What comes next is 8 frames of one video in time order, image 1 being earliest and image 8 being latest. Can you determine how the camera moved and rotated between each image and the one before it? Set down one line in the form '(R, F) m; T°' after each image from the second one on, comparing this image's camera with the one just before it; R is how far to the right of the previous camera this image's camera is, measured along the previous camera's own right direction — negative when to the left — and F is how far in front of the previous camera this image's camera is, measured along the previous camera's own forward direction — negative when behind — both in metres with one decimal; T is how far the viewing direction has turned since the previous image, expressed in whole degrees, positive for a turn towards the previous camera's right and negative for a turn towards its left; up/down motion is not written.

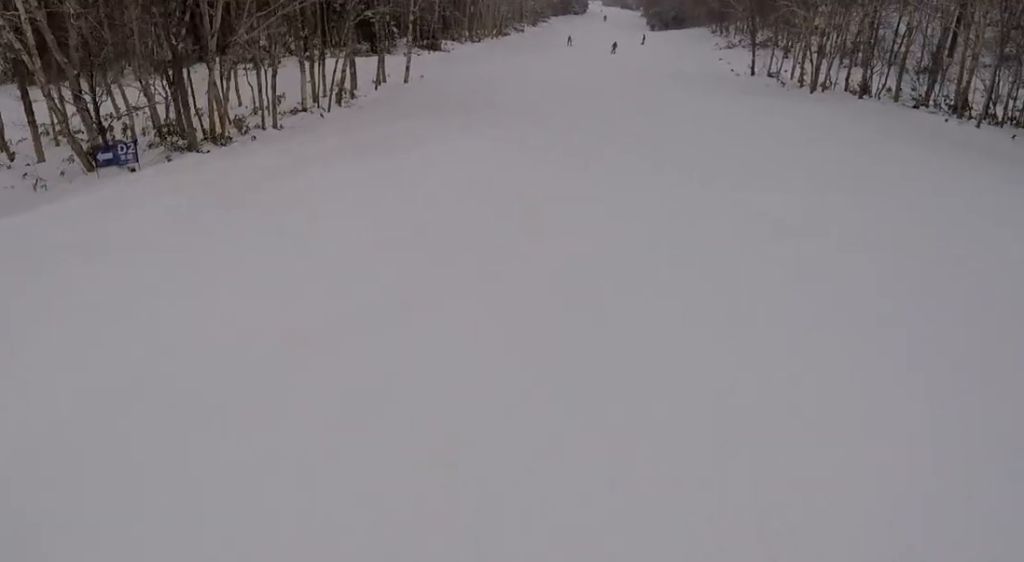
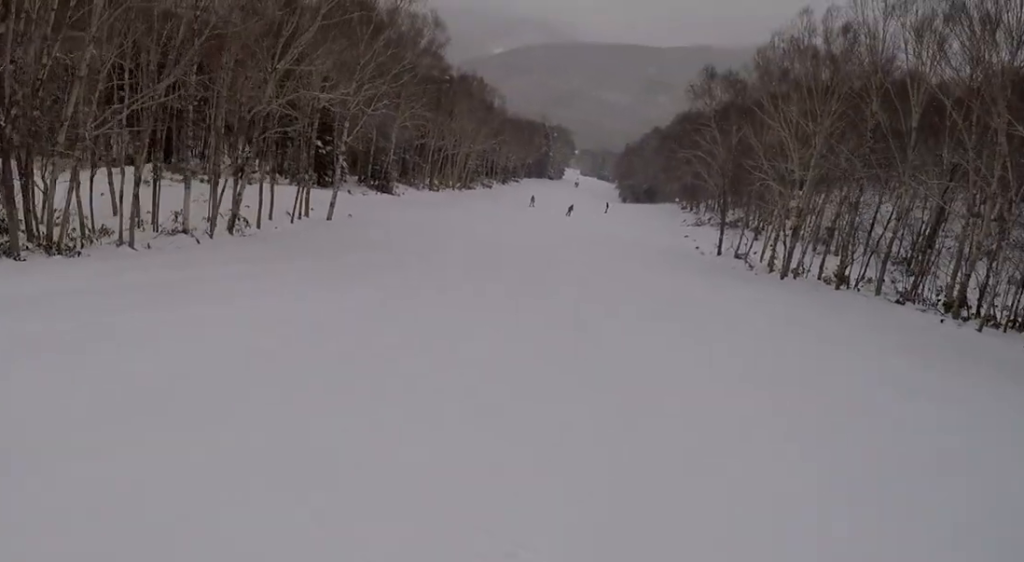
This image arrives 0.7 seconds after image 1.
(+0.2, +6.8) m; -8°
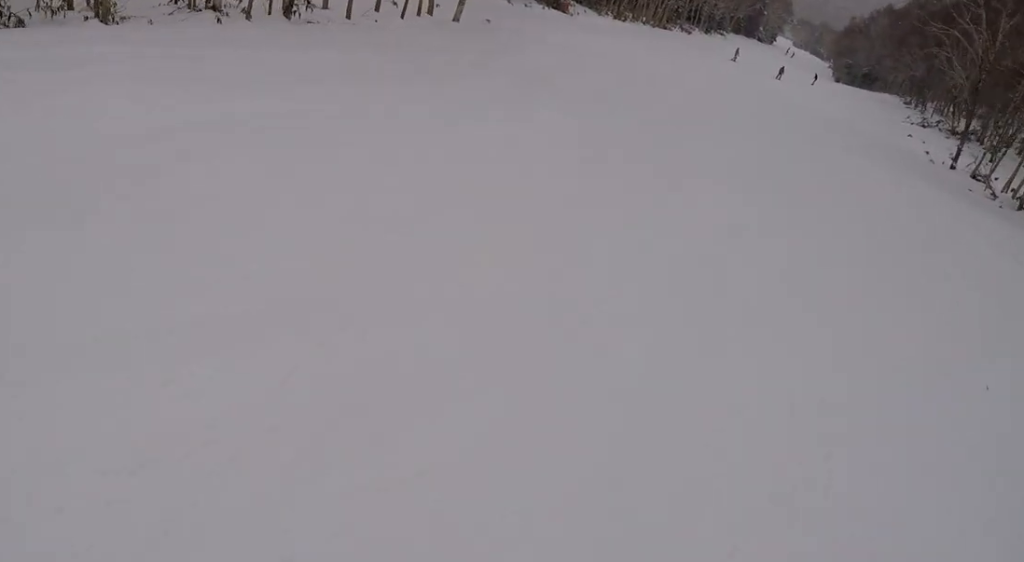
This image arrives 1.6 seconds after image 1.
(-1.6, +9.1) m; -10°
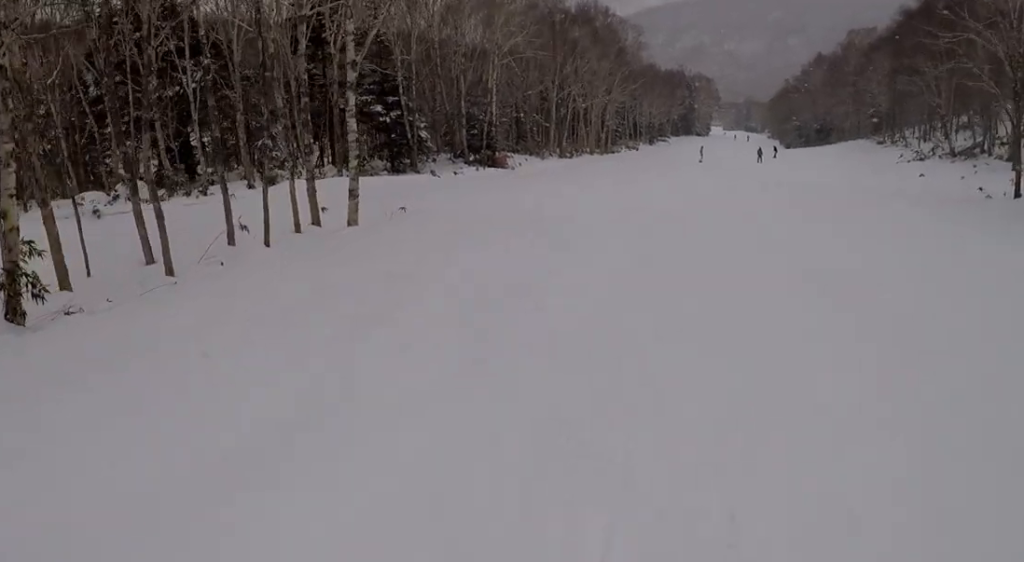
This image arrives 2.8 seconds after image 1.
(-0.2, +11.6) m; +10°
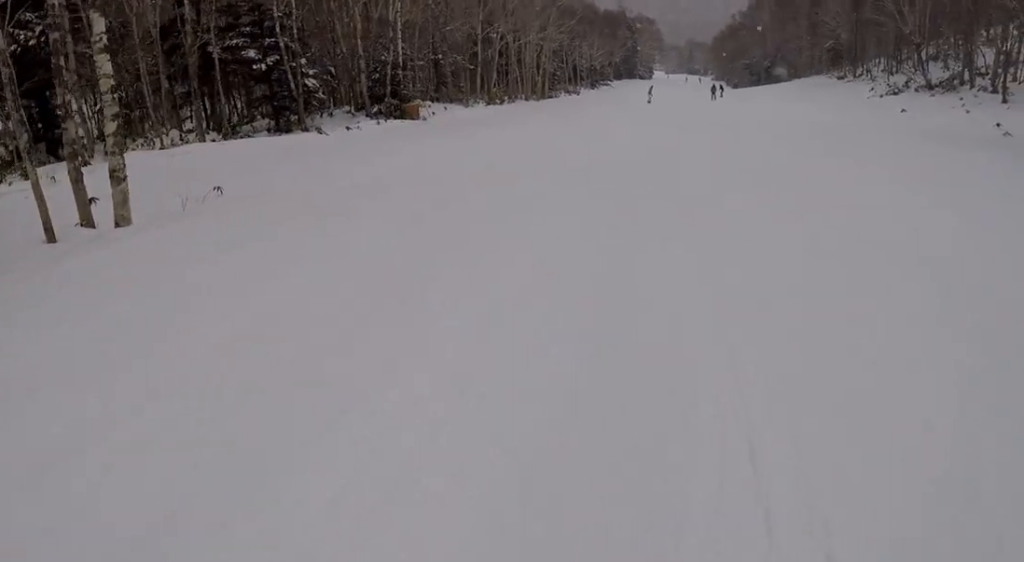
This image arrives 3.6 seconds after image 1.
(+1.4, +7.4) m; +9°
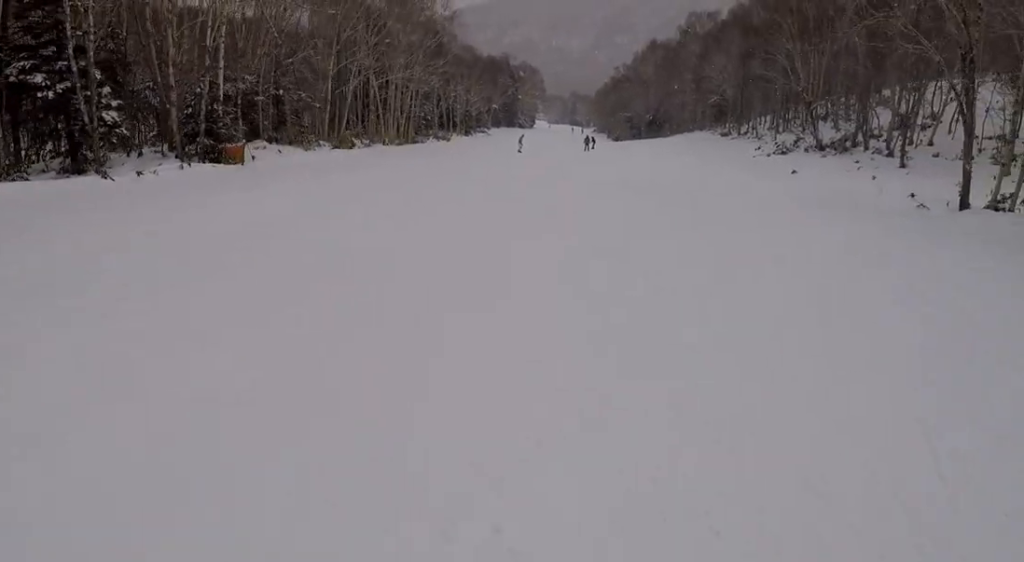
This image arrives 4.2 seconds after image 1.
(+0.2, +5.6) m; -1°
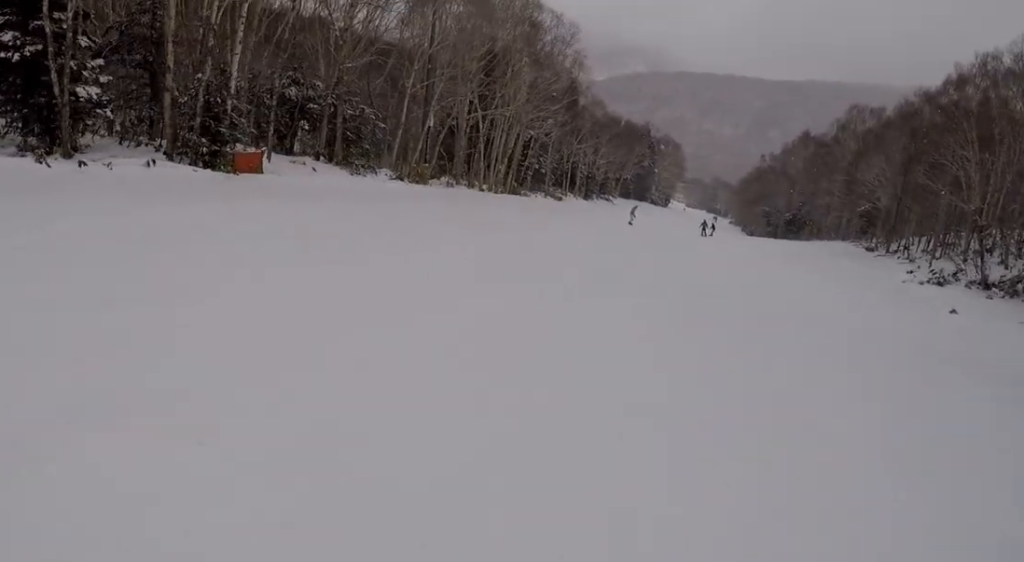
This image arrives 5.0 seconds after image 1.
(-0.1, +7.8) m; -4°
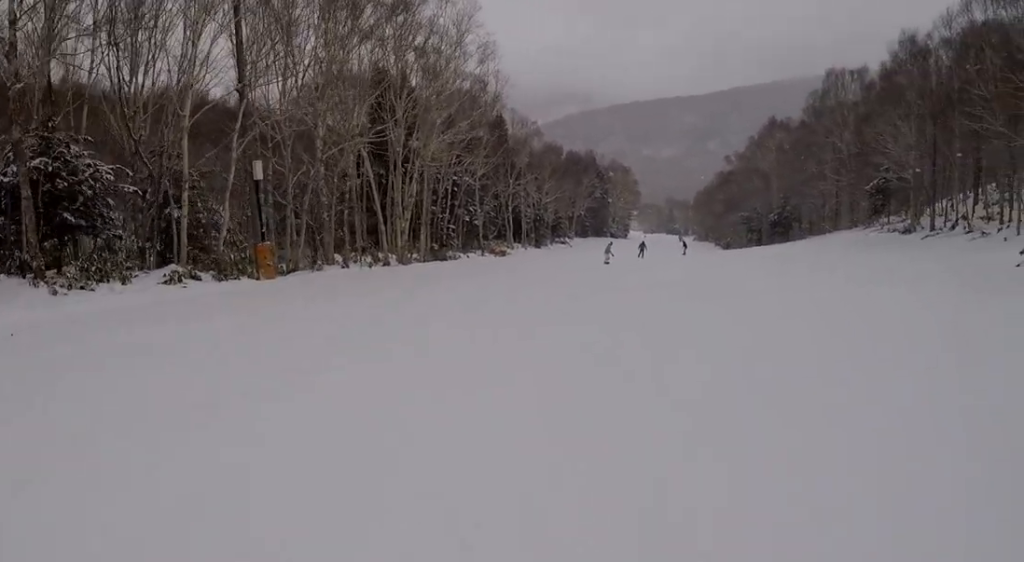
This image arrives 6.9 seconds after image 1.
(+0.1, +16.6) m; 0°
